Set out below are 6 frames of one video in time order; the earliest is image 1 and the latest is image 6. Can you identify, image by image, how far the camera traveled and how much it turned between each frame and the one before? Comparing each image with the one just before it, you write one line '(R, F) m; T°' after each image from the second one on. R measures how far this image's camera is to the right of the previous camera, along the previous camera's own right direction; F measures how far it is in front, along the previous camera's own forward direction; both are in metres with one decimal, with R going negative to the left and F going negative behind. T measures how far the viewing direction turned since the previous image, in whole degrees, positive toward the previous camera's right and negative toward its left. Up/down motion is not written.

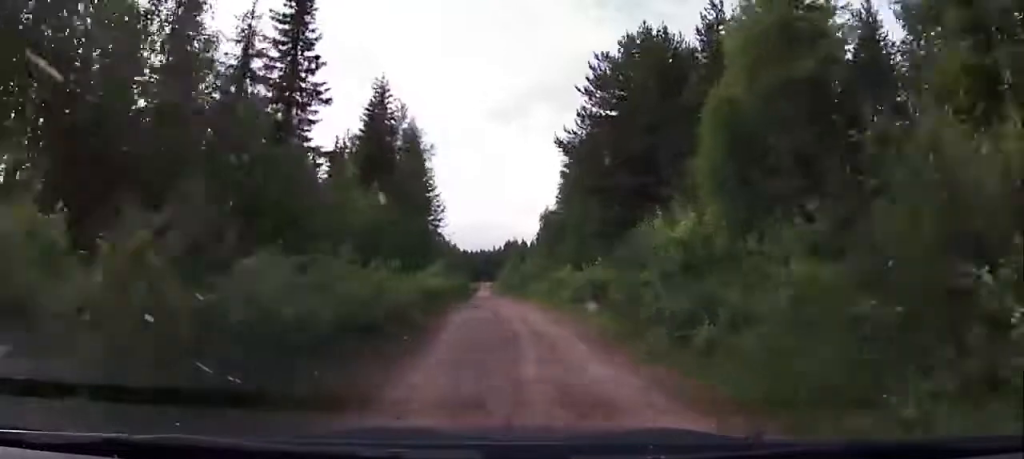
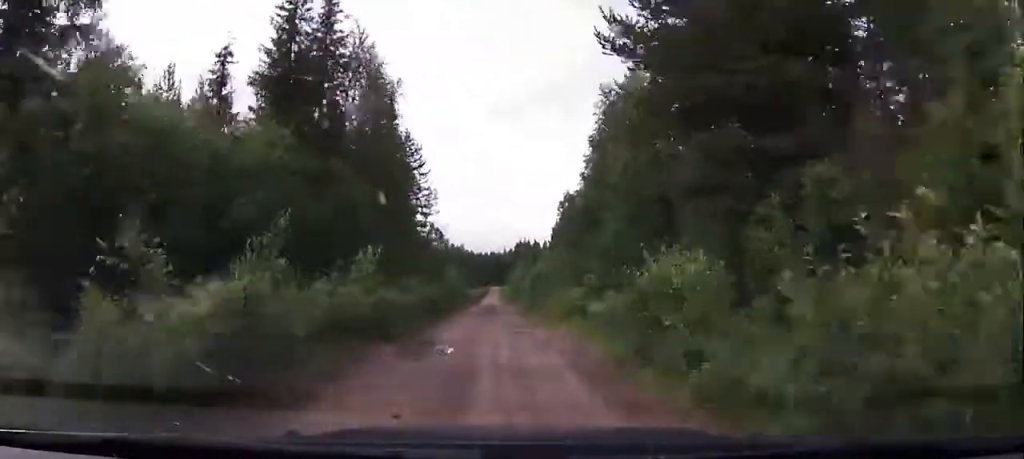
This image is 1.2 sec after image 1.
(+0.5, +15.4) m; 0°
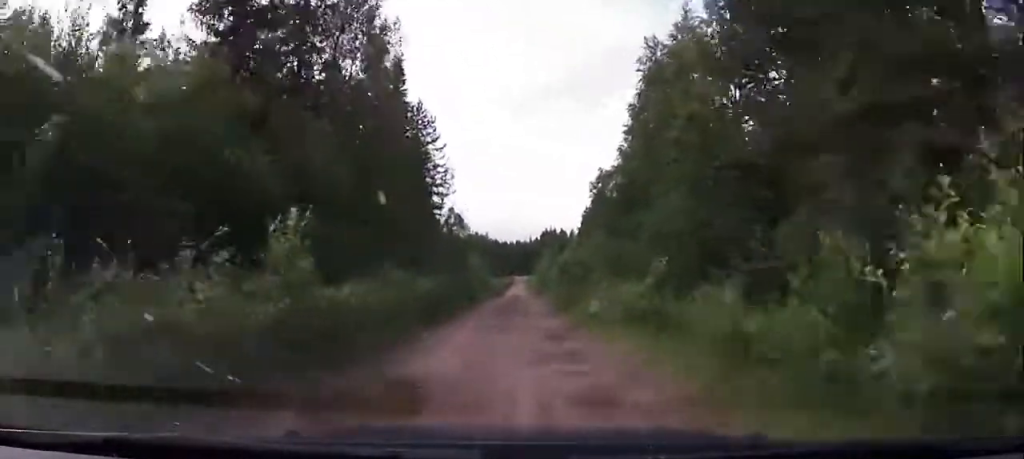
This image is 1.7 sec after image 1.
(-0.3, +5.9) m; 0°
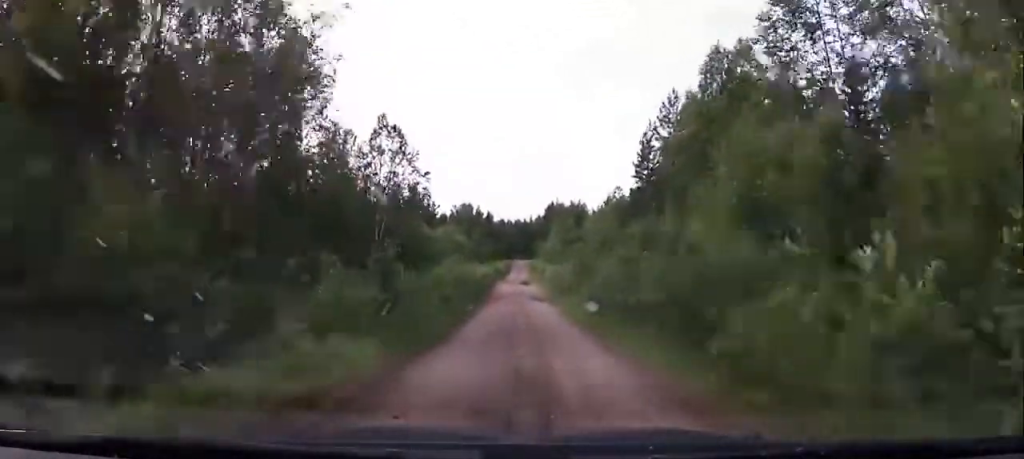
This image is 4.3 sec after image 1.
(-0.4, +36.6) m; 0°
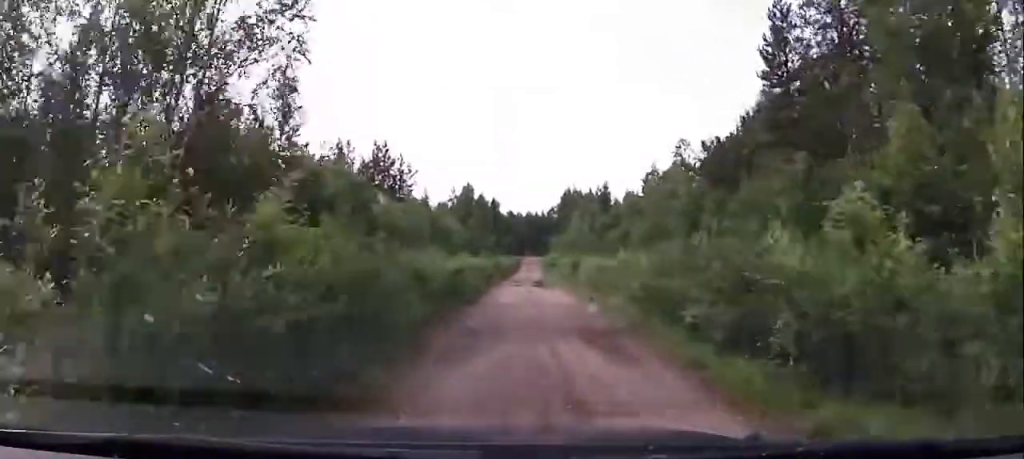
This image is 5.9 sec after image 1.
(+0.6, +23.2) m; +2°
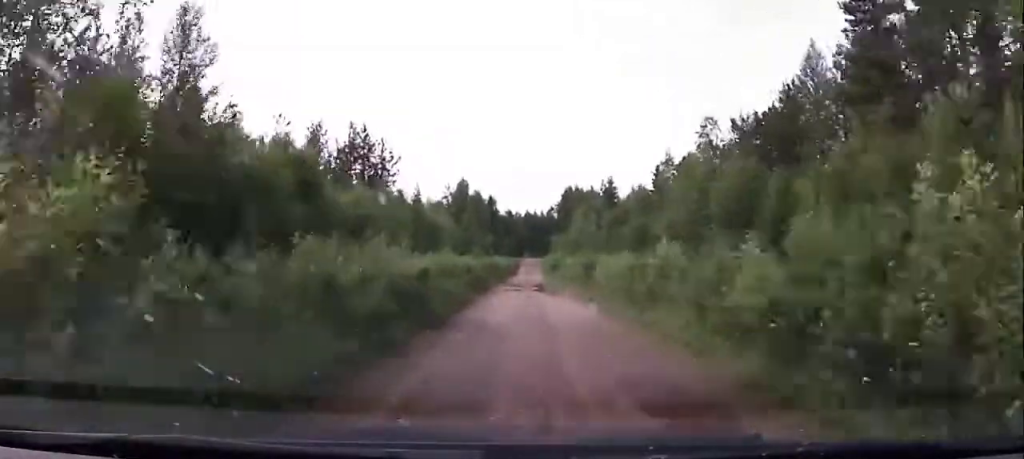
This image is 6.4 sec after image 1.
(0.0, +7.2) m; 0°
